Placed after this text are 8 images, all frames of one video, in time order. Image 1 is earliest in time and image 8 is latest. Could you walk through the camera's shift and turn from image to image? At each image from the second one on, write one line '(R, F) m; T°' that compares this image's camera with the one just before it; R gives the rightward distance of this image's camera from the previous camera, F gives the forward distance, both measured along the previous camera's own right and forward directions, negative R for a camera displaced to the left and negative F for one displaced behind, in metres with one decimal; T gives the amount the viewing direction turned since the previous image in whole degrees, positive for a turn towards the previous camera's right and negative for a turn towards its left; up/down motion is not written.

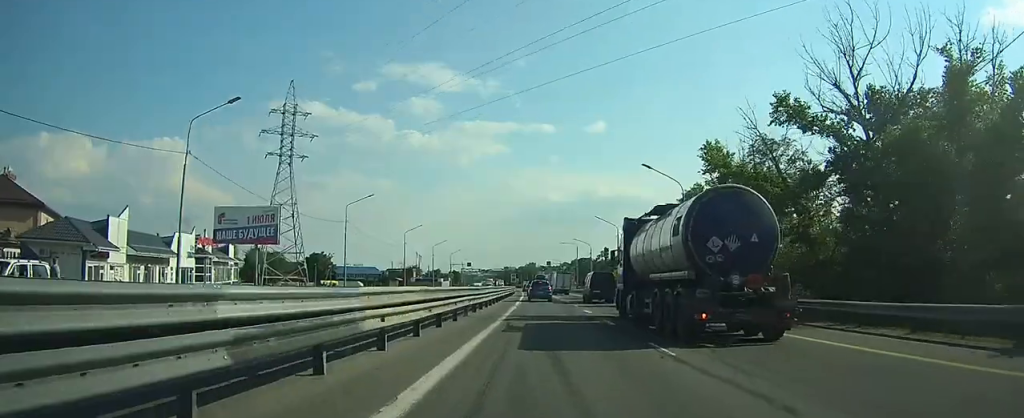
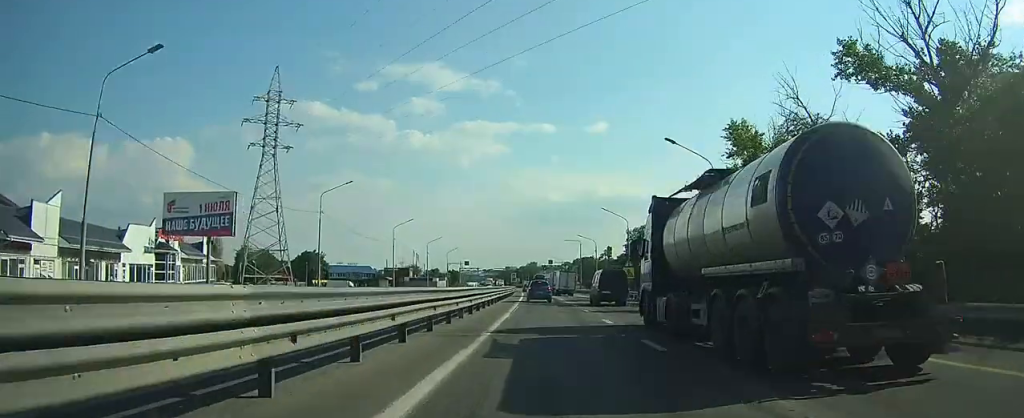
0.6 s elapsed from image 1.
(-0.1, +8.6) m; 0°
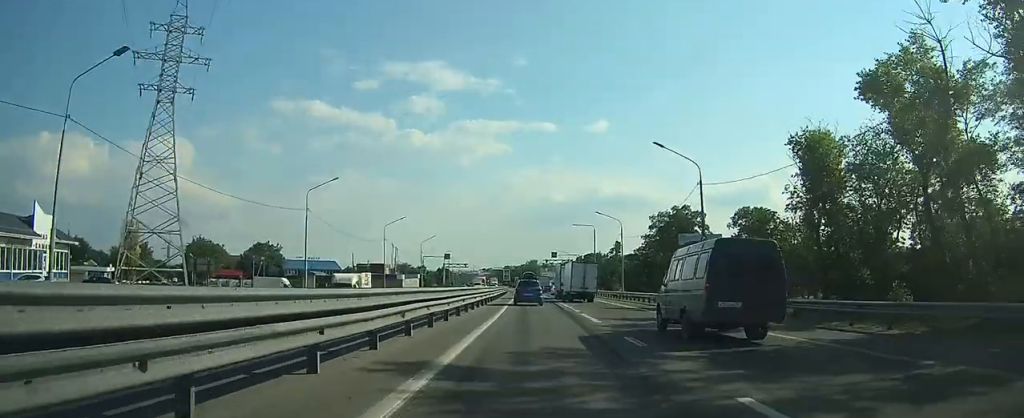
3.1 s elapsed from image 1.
(-0.1, +34.9) m; 0°
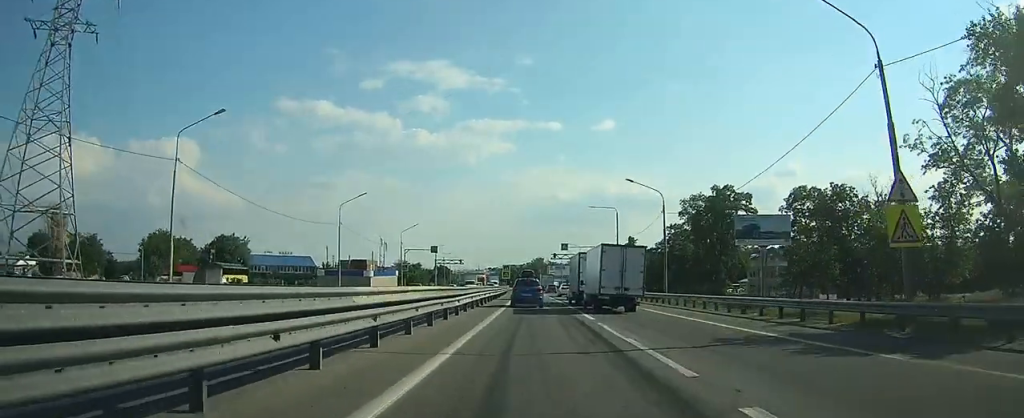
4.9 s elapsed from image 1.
(-0.1, +22.2) m; -1°
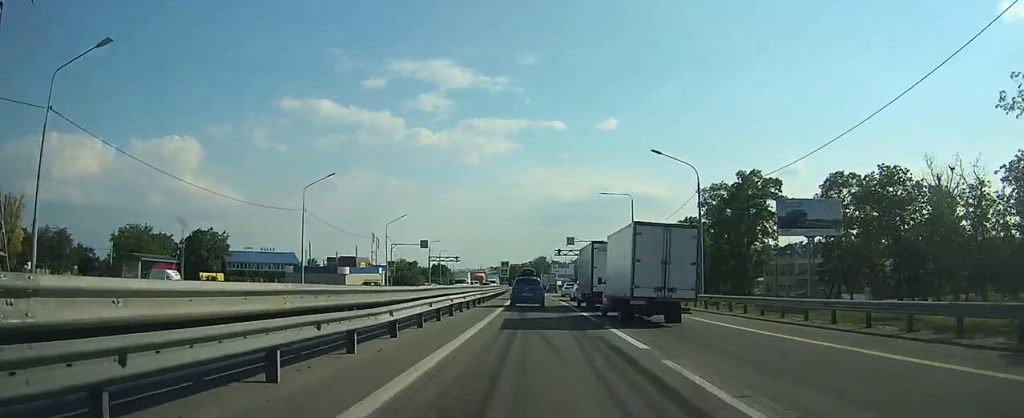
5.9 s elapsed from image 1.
(0.0, +10.9) m; -1°
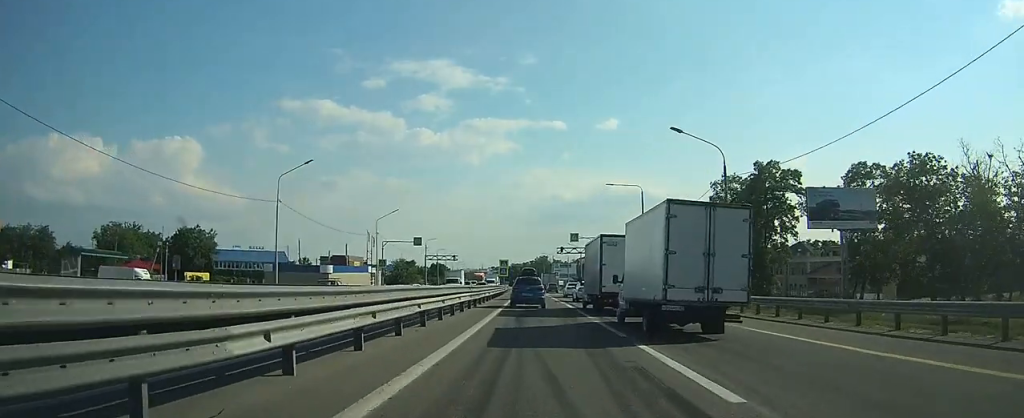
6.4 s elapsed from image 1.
(-0.1, +5.8) m; 0°
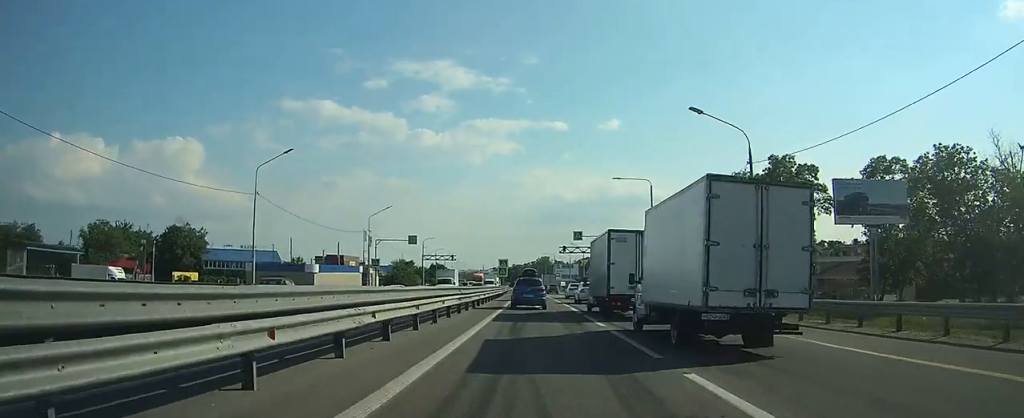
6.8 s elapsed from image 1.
(0.0, +4.3) m; 0°
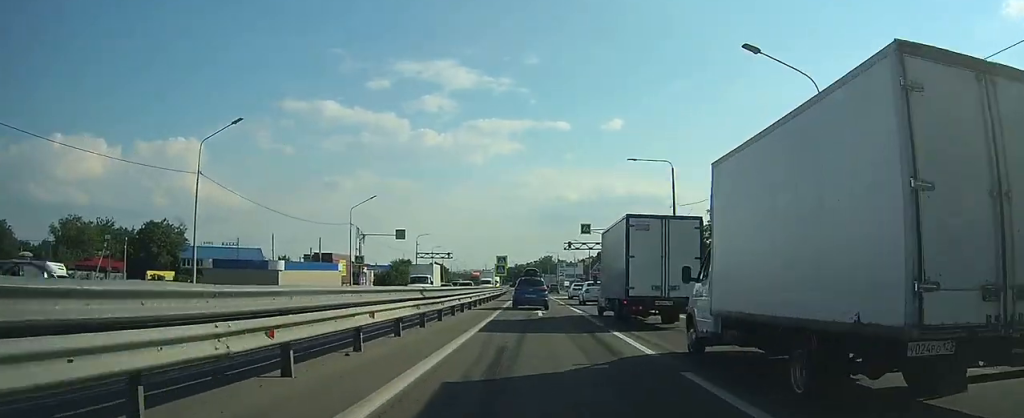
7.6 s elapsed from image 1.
(0.0, +8.3) m; -1°
